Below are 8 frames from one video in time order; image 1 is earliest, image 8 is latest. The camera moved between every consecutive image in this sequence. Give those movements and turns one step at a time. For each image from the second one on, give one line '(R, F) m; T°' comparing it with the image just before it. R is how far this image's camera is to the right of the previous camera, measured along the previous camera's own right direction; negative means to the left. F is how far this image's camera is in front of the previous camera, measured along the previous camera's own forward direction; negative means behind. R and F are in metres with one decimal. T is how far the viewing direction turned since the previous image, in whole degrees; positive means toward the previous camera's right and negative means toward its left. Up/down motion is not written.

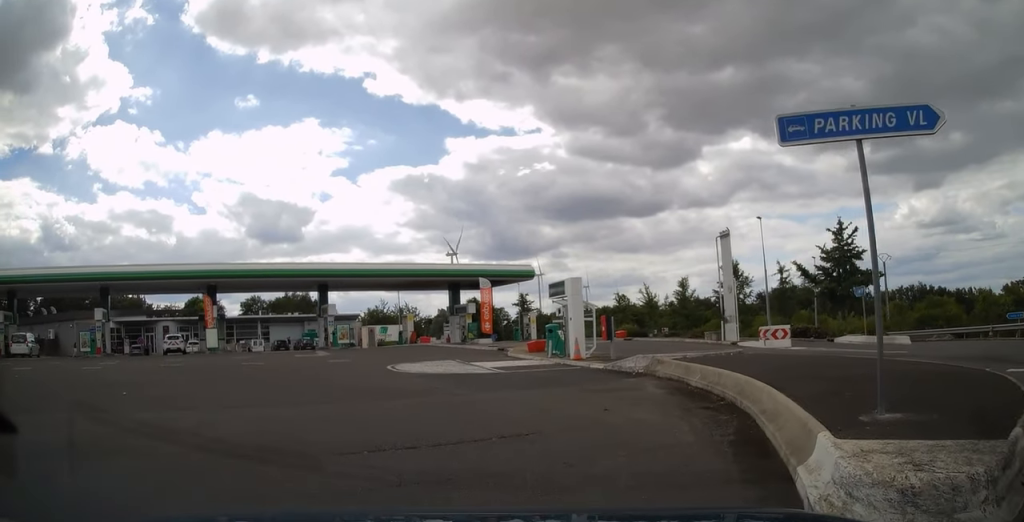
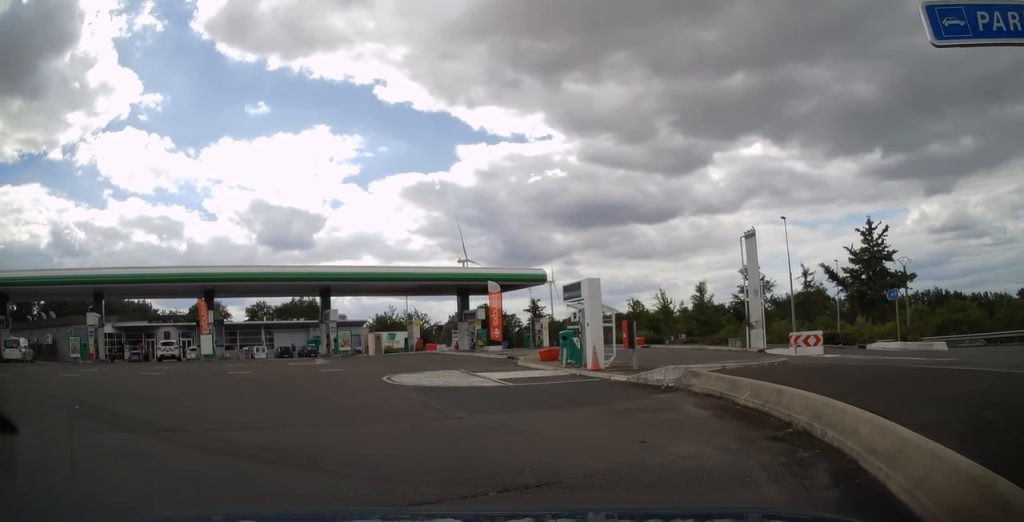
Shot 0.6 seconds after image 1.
(-0.2, +2.6) m; -1°
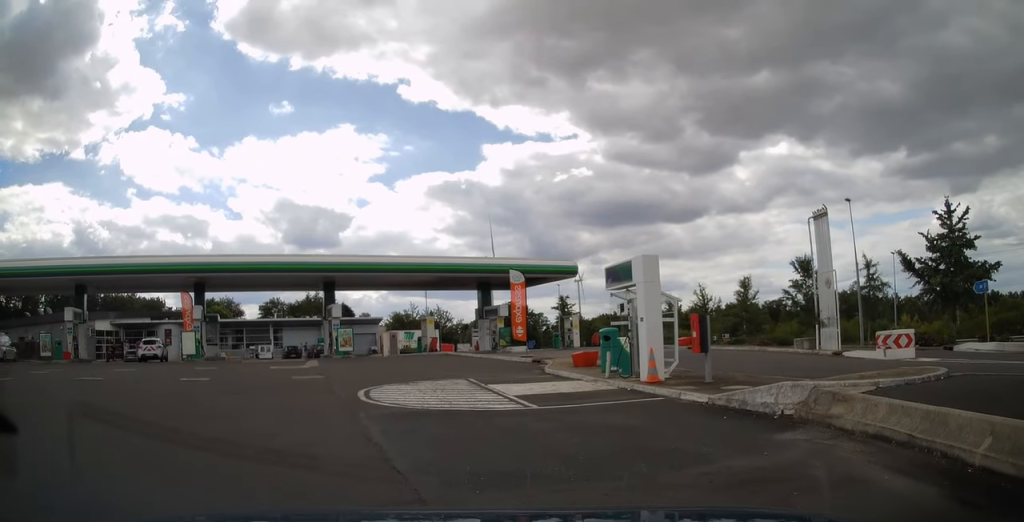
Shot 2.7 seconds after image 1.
(-1.1, +8.2) m; -16°
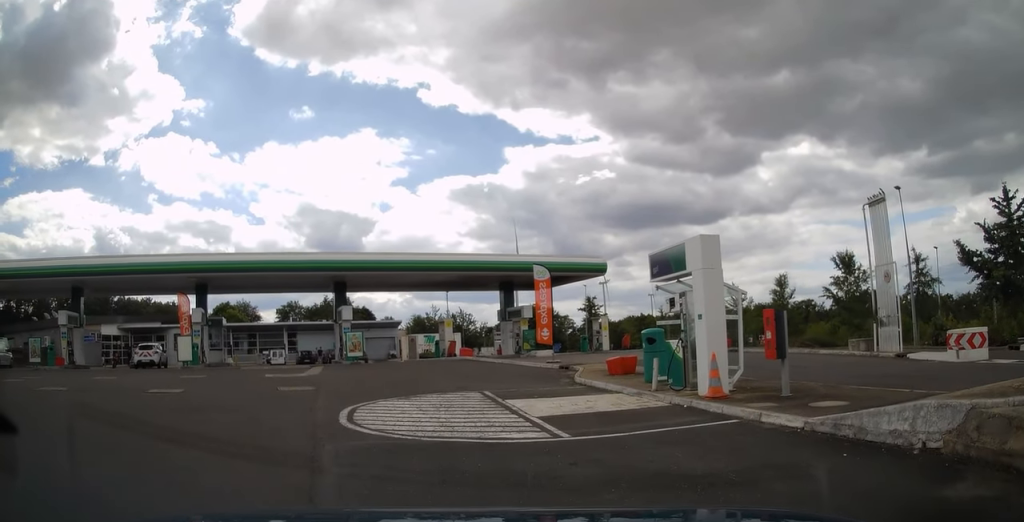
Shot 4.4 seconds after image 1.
(-0.1, +9.7) m; 0°
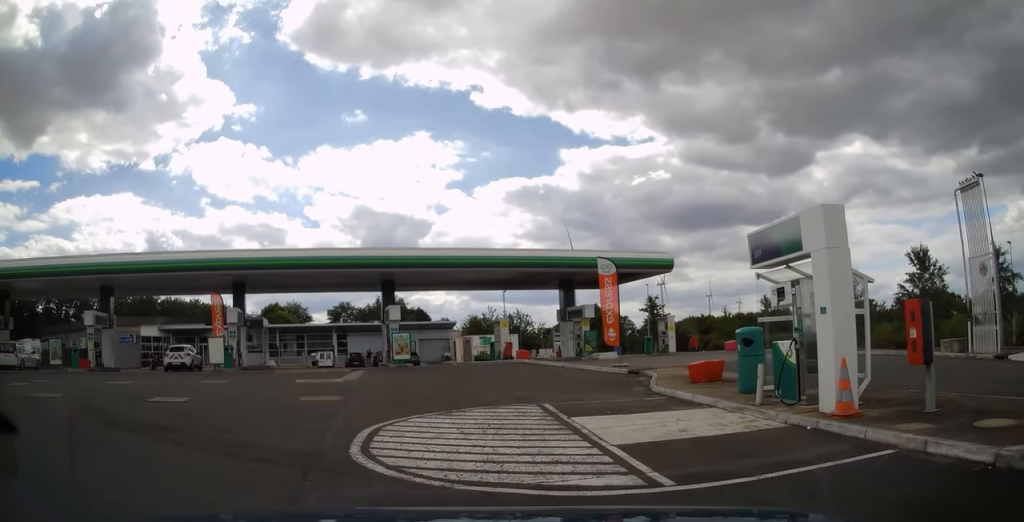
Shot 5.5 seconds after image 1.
(0.0, +11.5) m; 0°
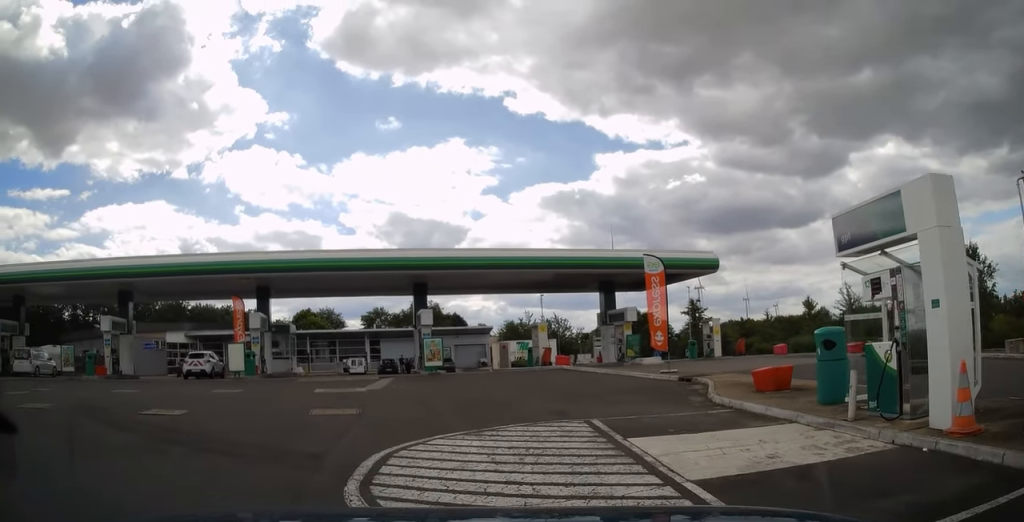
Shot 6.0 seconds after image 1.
(0.0, +7.7) m; 0°
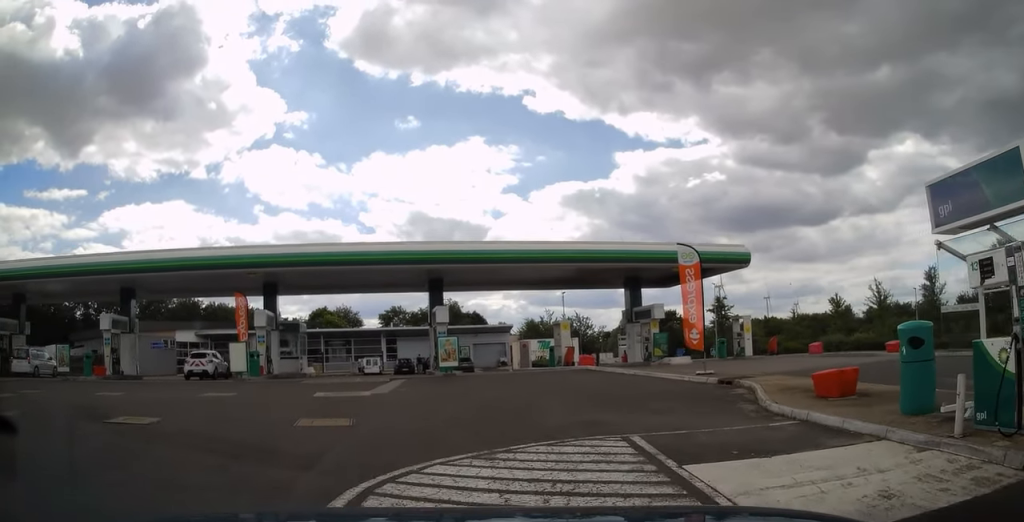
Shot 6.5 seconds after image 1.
(0.0, +9.5) m; 0°
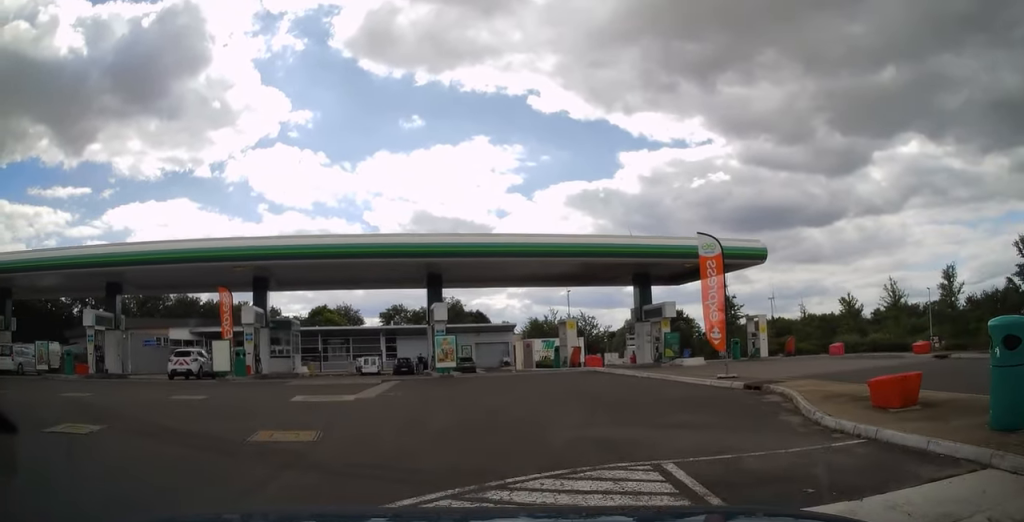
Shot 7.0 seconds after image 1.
(0.0, +8.2) m; 0°
